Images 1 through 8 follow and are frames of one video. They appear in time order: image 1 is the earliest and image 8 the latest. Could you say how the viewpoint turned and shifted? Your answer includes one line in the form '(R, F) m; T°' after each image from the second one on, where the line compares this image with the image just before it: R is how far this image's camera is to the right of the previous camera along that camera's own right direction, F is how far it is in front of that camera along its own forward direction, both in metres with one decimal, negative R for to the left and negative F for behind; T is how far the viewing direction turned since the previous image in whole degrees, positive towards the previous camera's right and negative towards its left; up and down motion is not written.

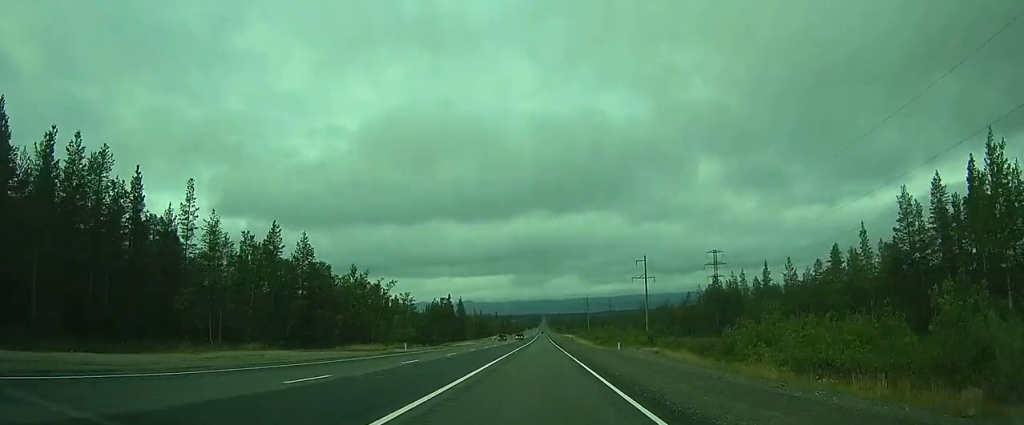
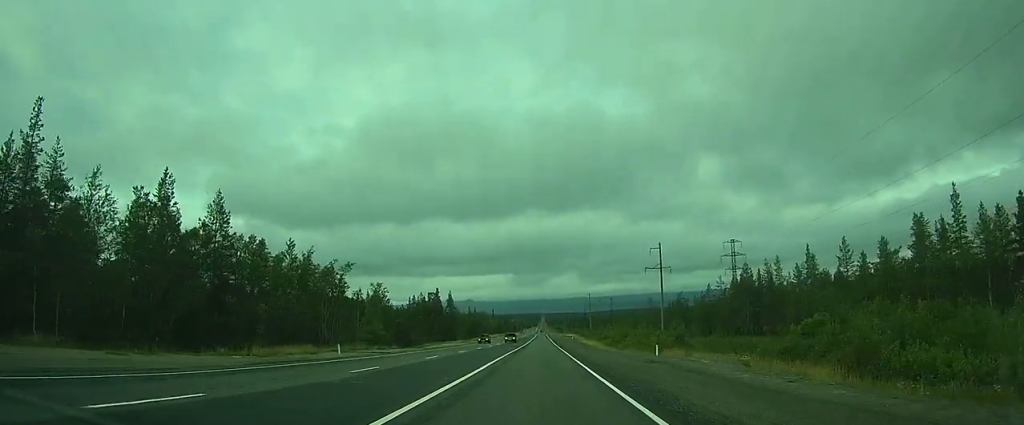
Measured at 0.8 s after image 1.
(-0.2, +18.2) m; -1°
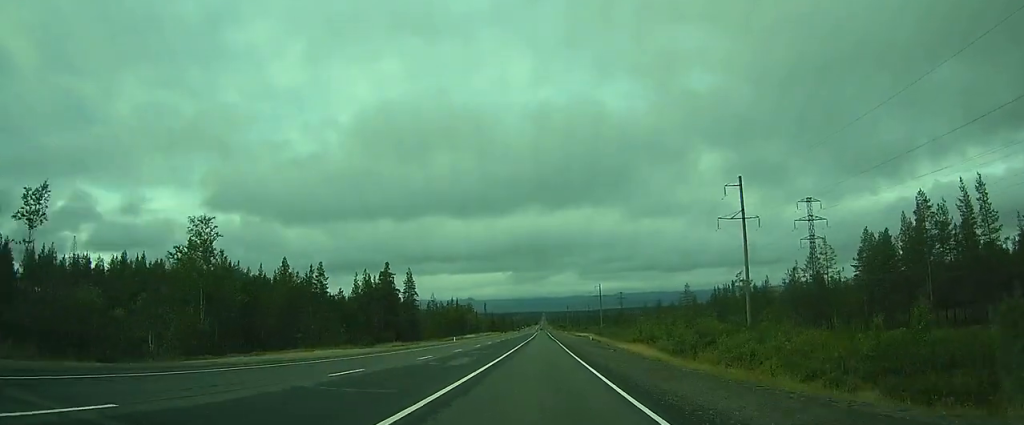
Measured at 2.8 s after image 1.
(-0.4, +45.9) m; -1°
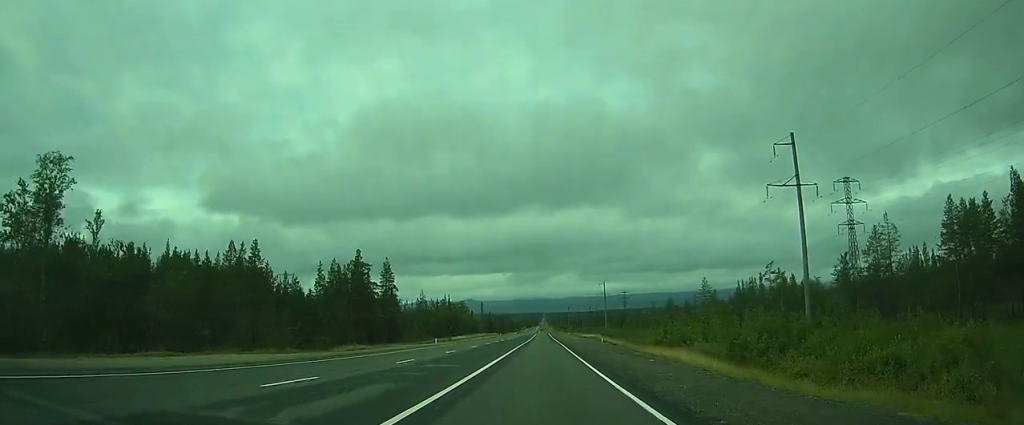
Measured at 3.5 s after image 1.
(0.0, +14.5) m; 0°
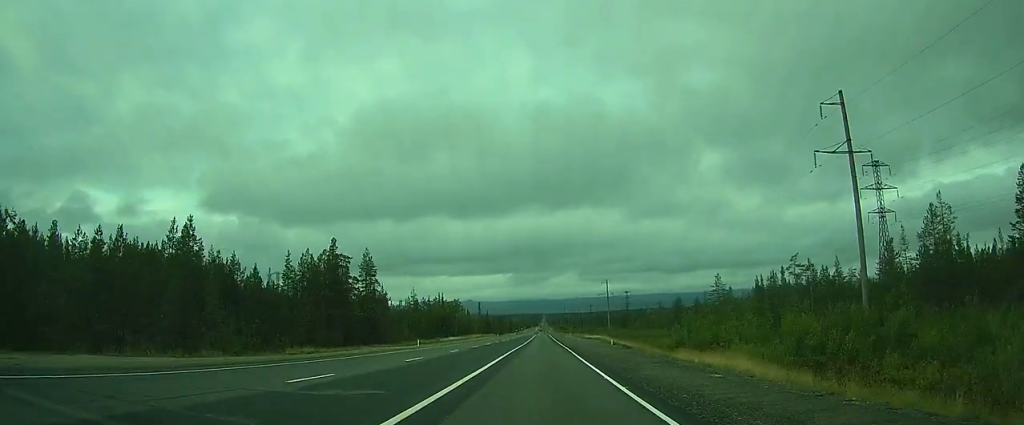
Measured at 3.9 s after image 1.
(0.0, +9.7) m; 0°
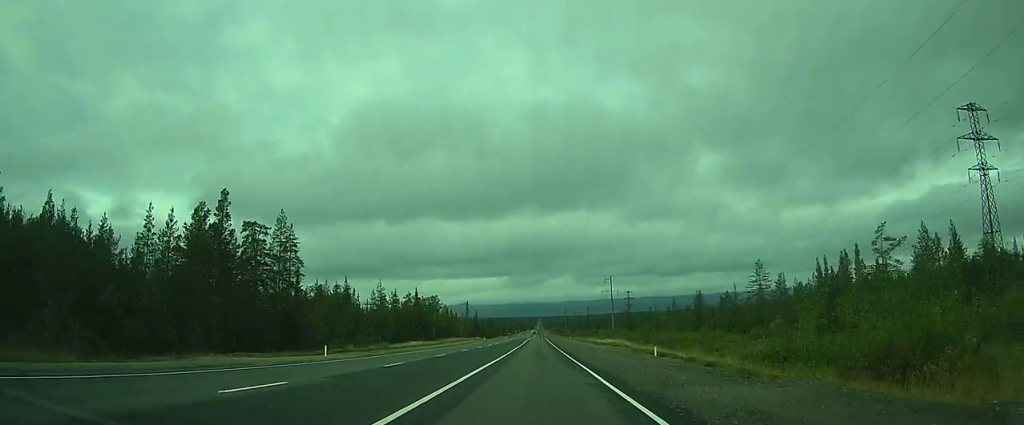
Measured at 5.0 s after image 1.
(-0.1, +28.1) m; 0°
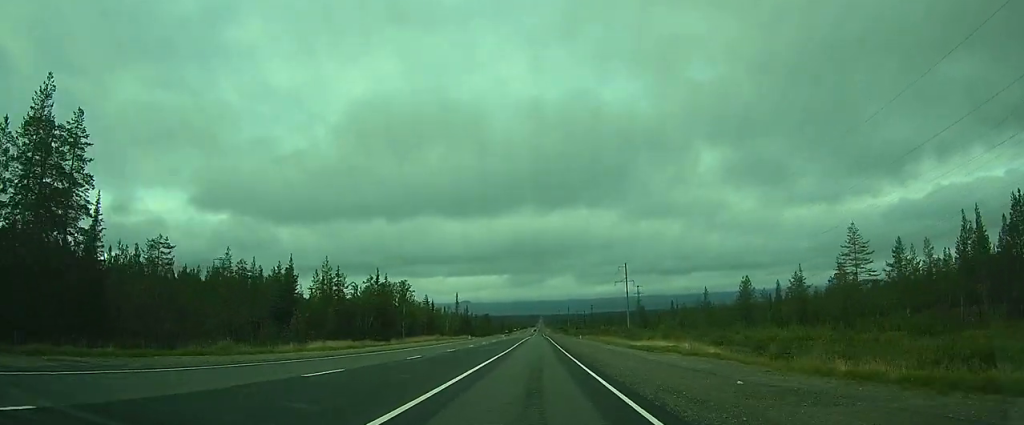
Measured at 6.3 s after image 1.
(+0.2, +34.3) m; +1°
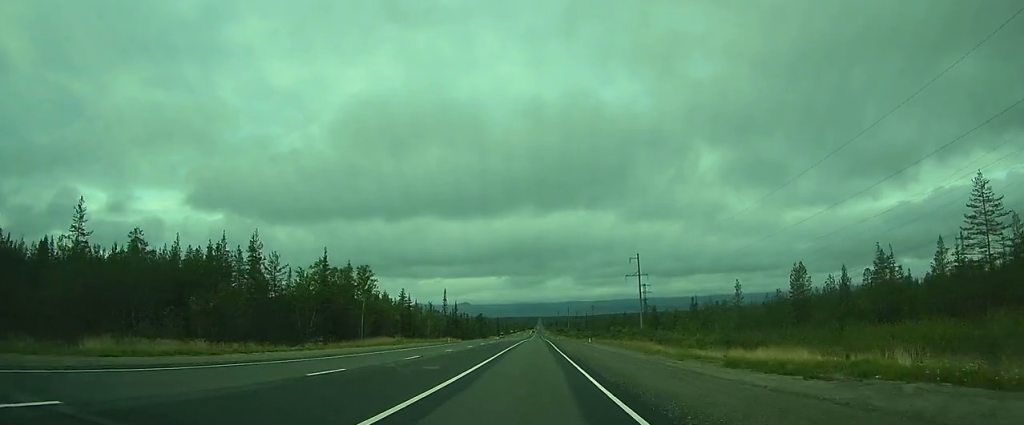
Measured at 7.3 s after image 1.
(+0.1, +25.0) m; 0°
